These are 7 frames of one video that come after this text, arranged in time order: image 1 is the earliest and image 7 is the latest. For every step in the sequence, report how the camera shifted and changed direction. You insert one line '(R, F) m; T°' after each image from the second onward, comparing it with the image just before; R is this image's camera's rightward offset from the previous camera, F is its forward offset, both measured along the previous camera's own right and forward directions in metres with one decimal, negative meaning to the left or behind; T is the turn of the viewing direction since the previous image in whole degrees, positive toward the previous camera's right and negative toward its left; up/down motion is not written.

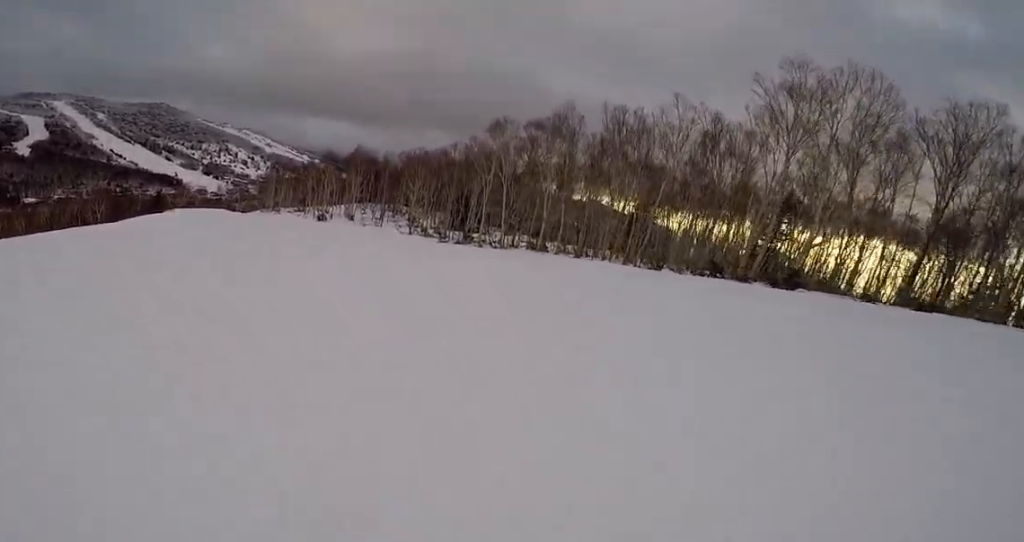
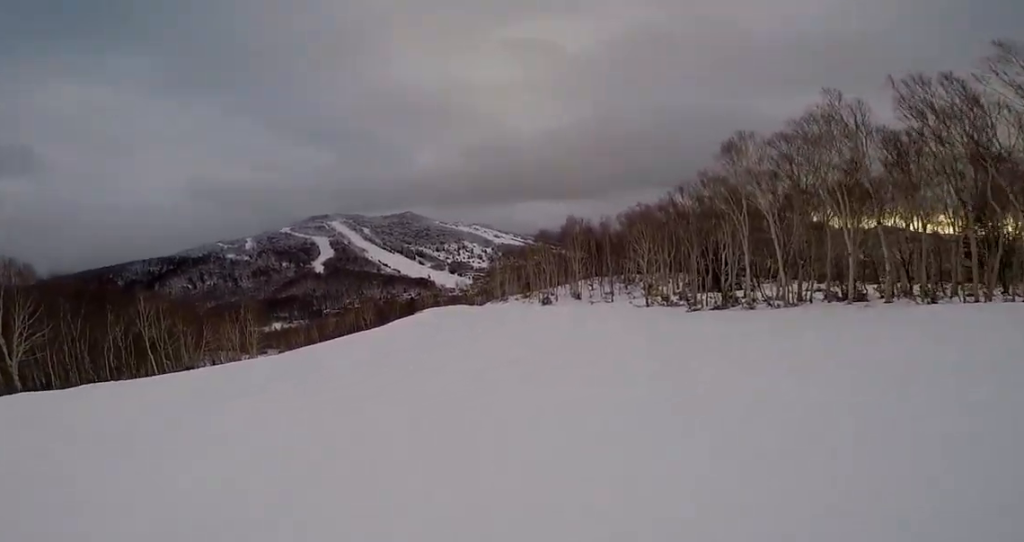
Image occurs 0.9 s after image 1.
(-2.0, +5.6) m; -26°
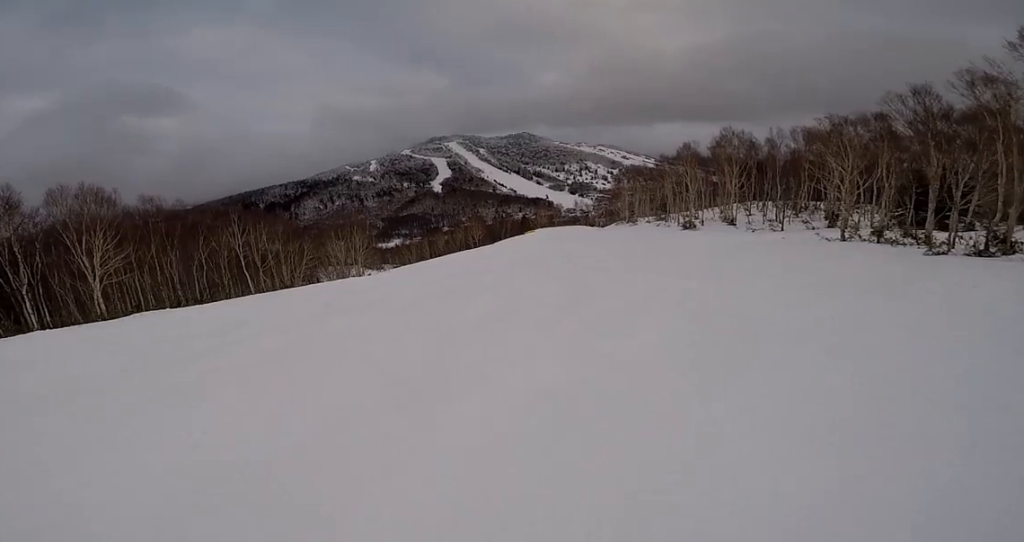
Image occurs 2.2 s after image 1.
(-1.5, +8.0) m; -13°
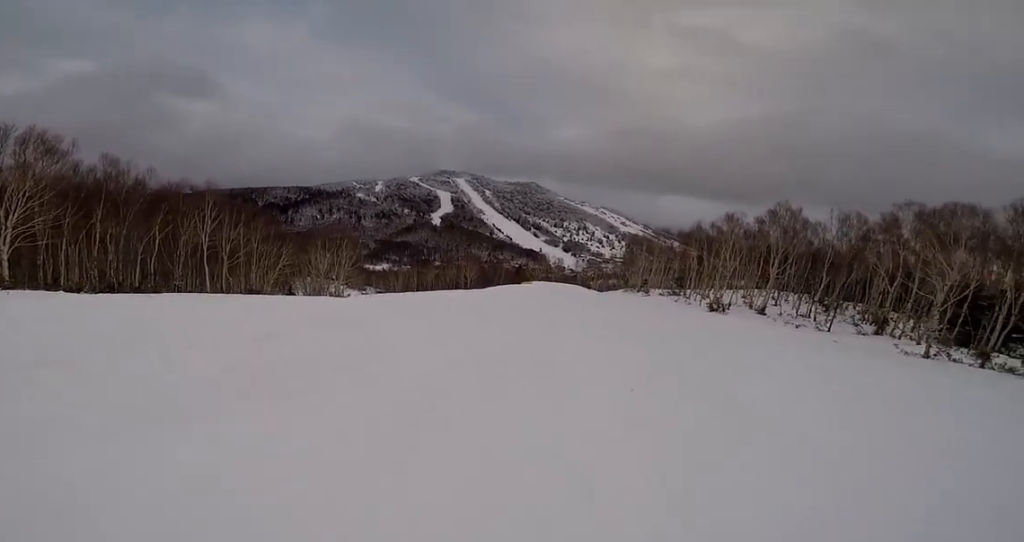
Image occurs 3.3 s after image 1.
(0.0, +7.4) m; +5°
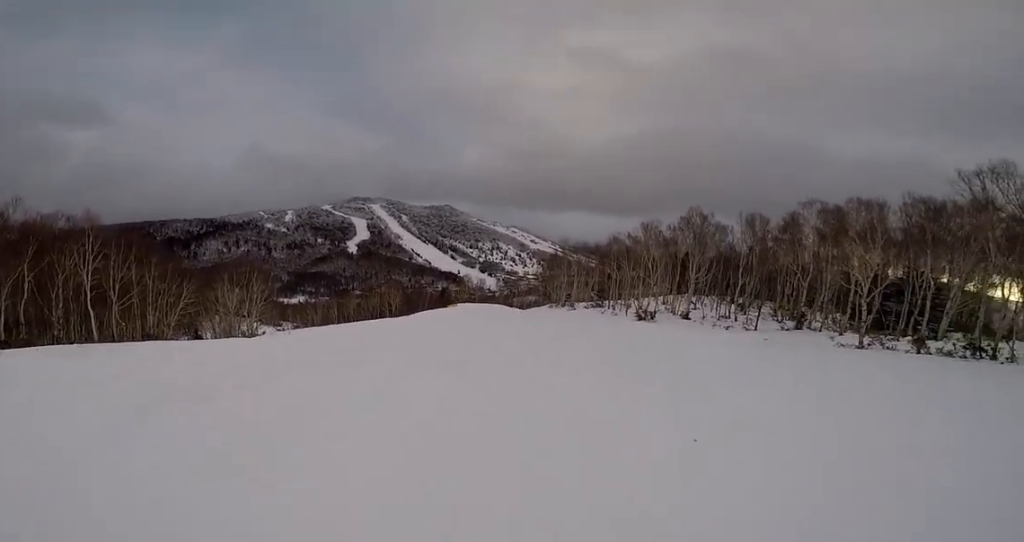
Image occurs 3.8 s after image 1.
(-0.3, +2.8) m; +8°
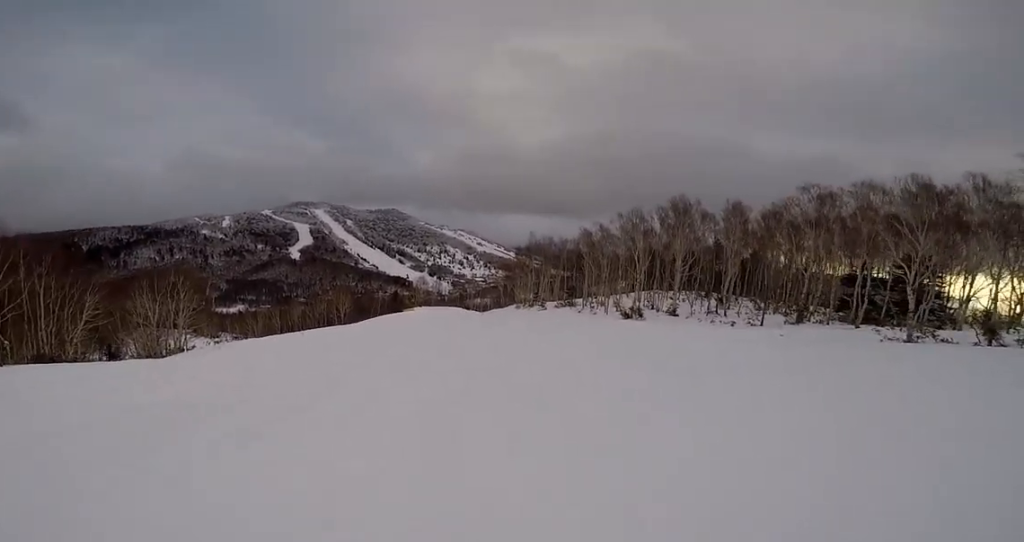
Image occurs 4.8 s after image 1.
(+1.4, +6.0) m; +18°
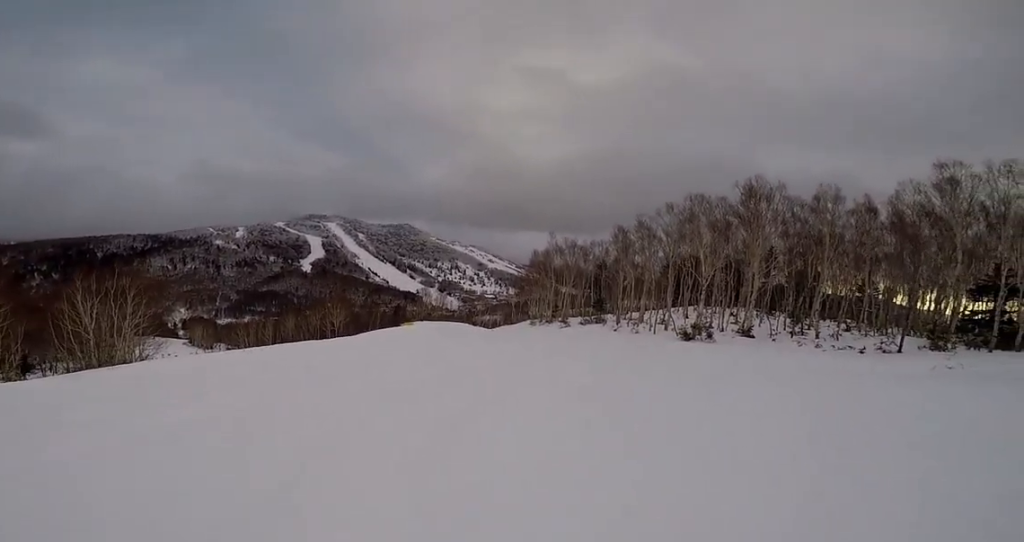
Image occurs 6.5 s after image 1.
(+0.2, +11.1) m; -8°
